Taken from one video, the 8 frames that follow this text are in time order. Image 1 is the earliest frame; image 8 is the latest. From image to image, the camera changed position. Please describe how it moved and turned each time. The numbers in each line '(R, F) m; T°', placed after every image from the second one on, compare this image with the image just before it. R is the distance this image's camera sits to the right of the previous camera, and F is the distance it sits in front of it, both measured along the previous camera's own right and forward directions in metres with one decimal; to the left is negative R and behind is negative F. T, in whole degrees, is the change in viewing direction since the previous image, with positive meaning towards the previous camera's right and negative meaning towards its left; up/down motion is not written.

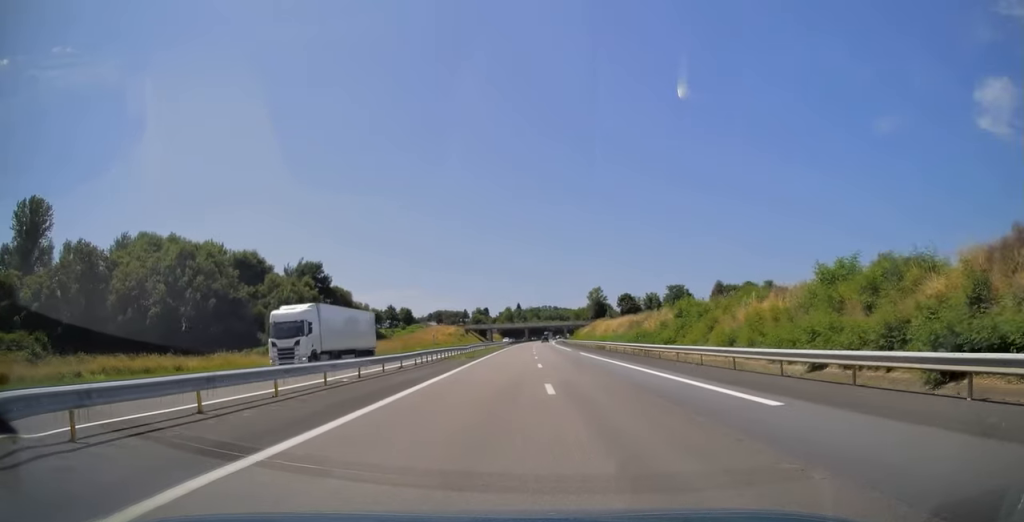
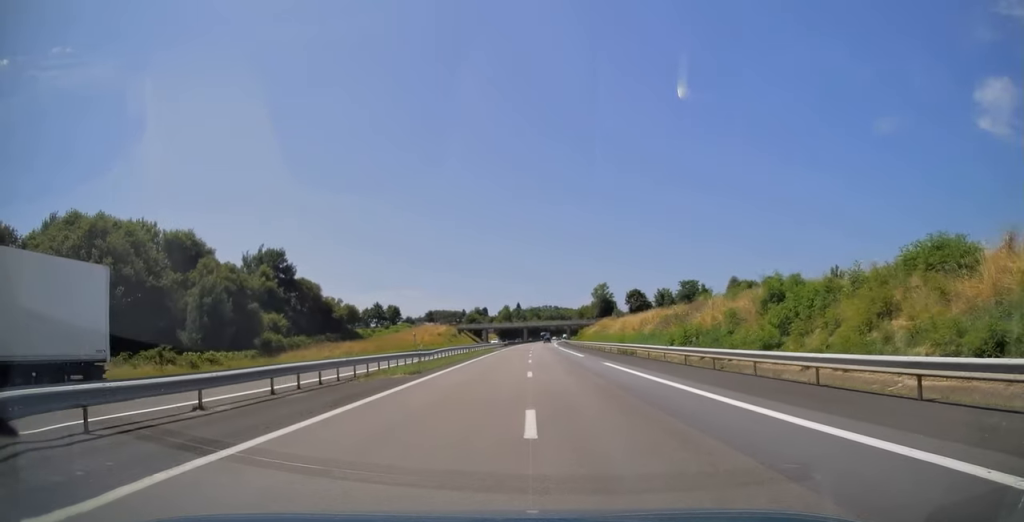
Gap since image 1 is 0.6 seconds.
(0.0, +19.3) m; 0°
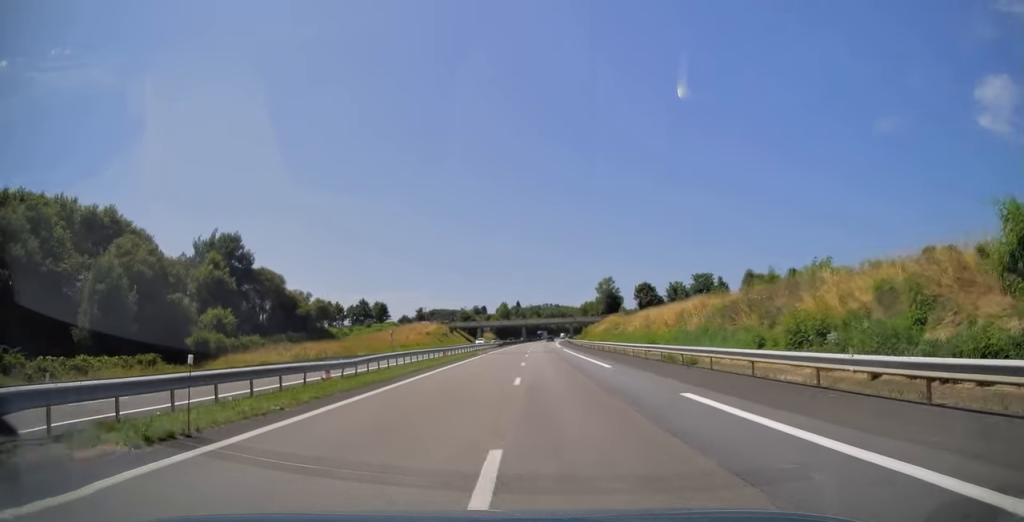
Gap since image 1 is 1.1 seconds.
(0.0, +16.9) m; 0°
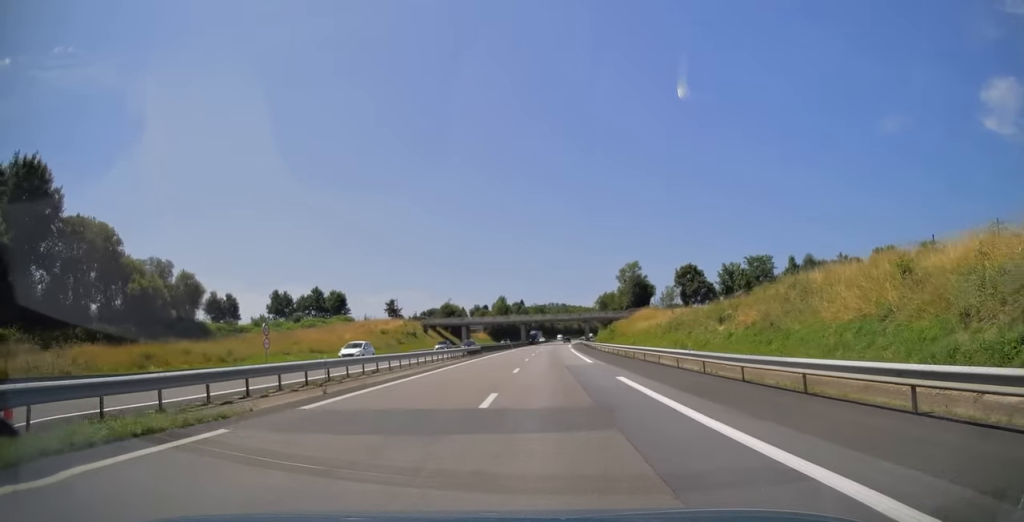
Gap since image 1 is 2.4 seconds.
(+0.1, +44.5) m; 0°
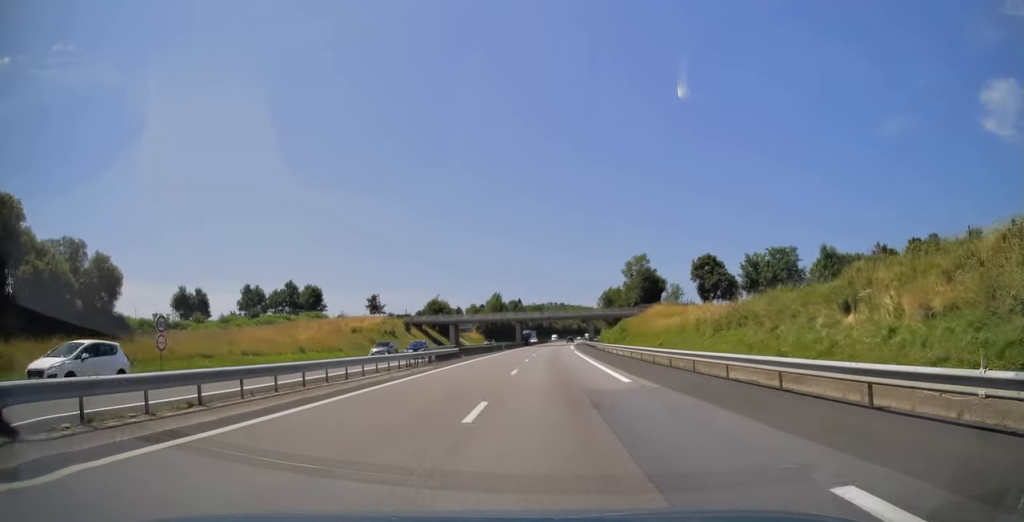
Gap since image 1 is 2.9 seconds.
(0.0, +14.9) m; 0°
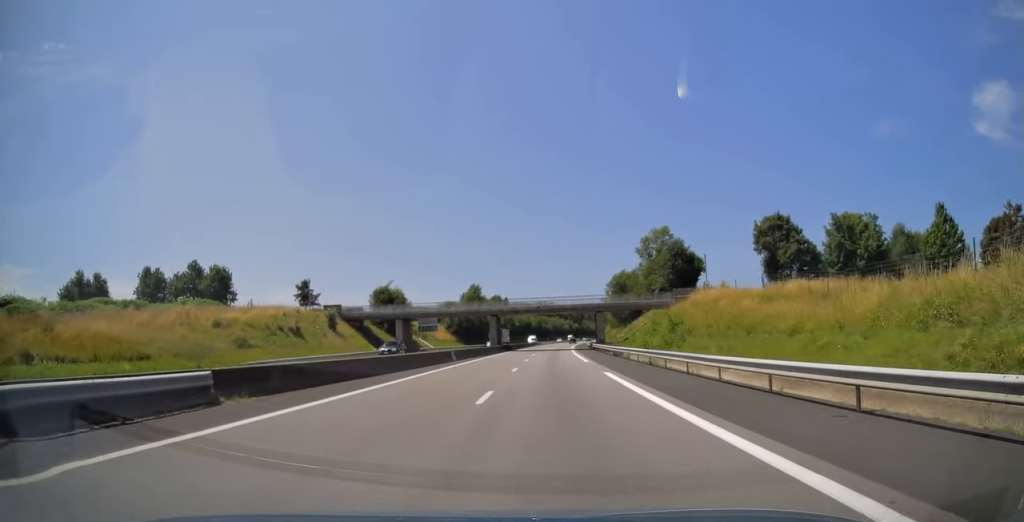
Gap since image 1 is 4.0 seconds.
(+0.1, +36.2) m; +1°
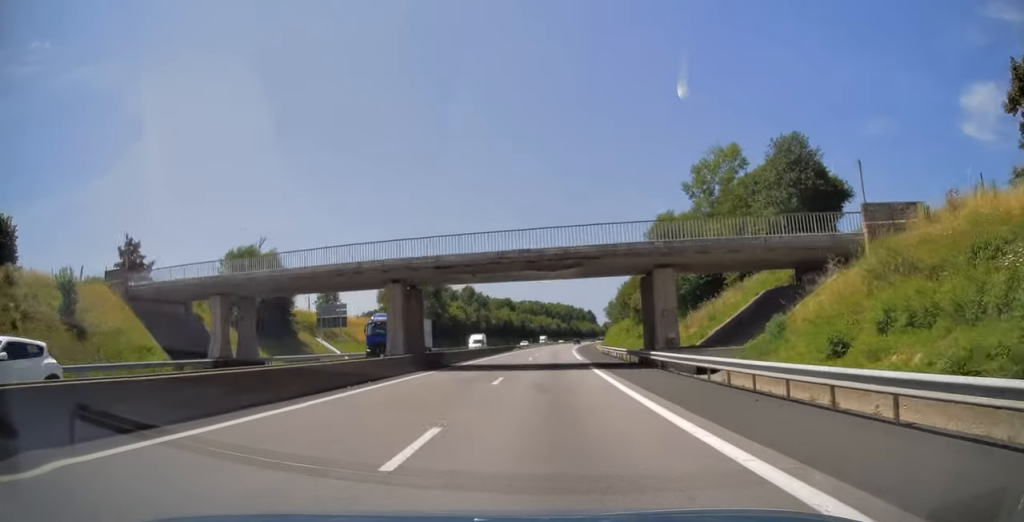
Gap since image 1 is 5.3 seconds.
(+0.3, +45.7) m; +1°
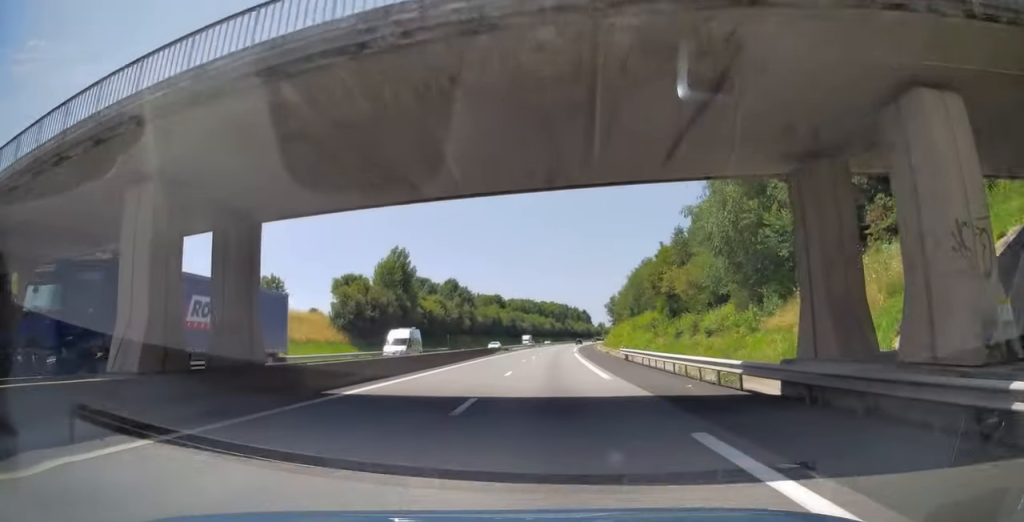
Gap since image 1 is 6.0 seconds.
(+0.1, +21.1) m; 0°
